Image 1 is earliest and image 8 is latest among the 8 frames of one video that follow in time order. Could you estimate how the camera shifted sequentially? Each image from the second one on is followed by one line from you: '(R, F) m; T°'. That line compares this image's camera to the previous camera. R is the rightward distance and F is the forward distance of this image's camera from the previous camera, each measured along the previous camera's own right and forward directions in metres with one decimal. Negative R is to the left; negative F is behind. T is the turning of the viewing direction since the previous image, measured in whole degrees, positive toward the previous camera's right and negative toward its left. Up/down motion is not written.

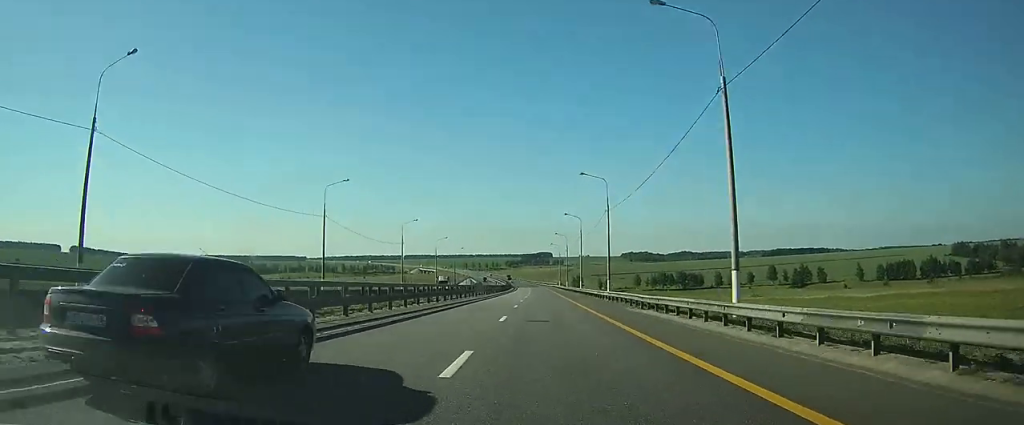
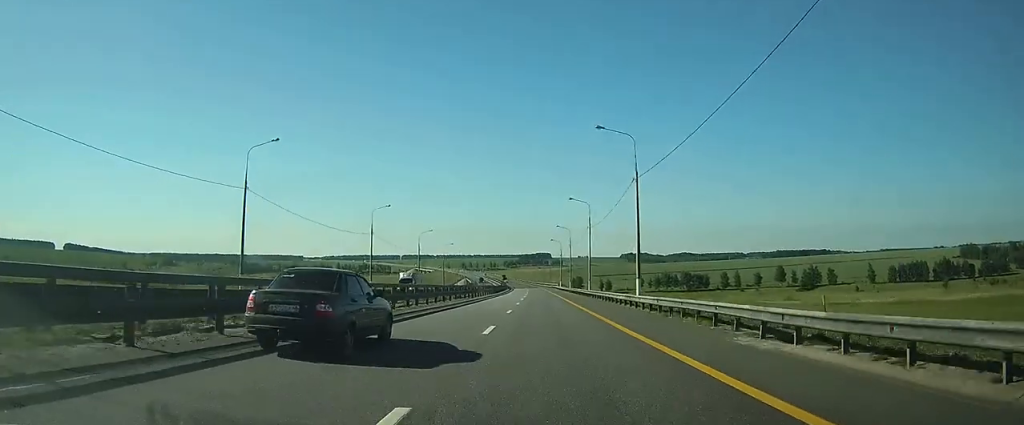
(0.0, +17.2) m; 0°
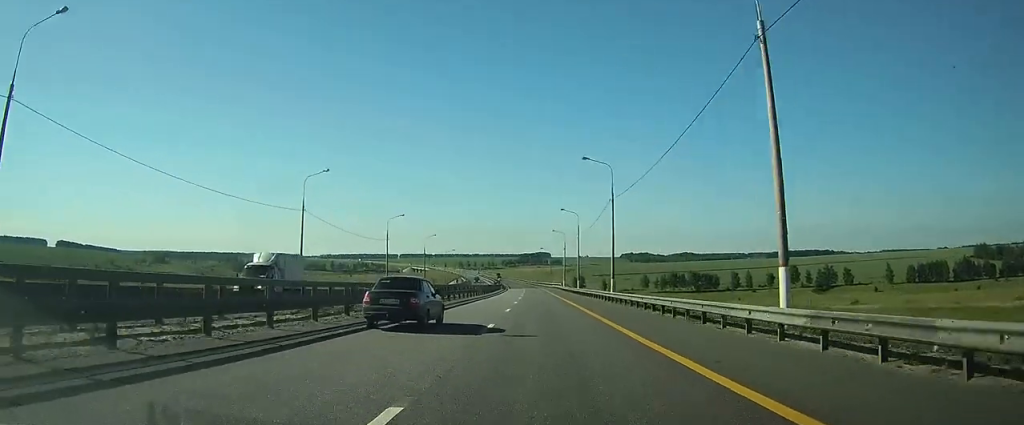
(+0.1, +23.5) m; 0°
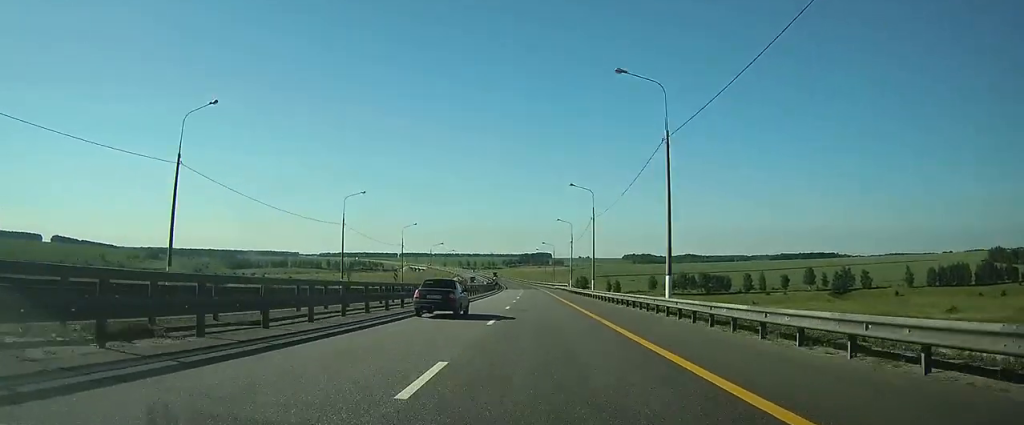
(0.0, +21.3) m; 0°
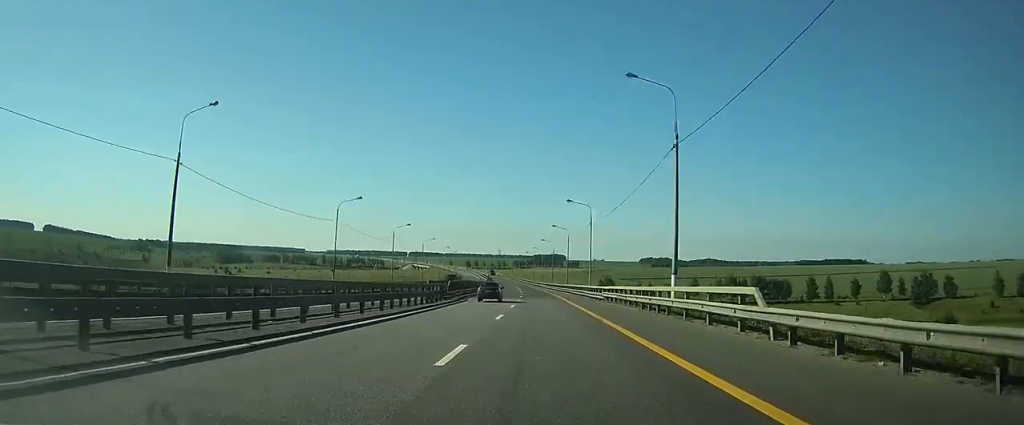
(0.0, +70.3) m; 0°
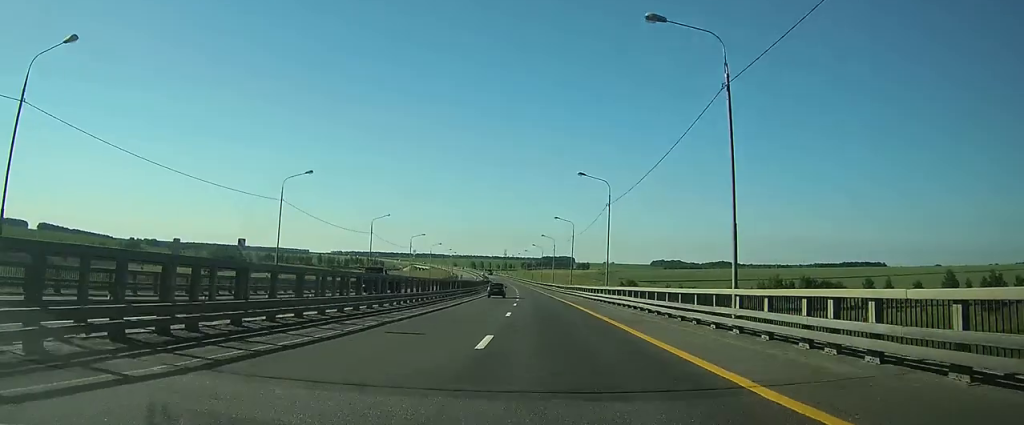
(-0.2, +45.6) m; -1°
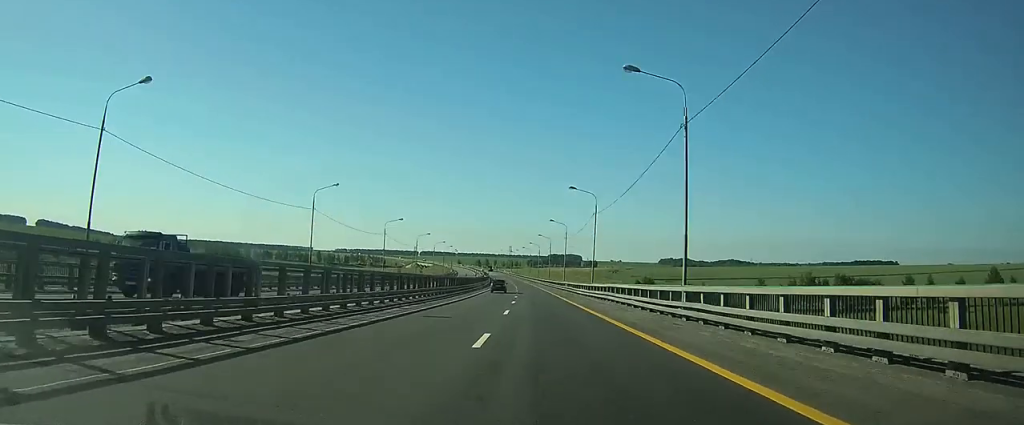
(-0.1, +24.4) m; -1°
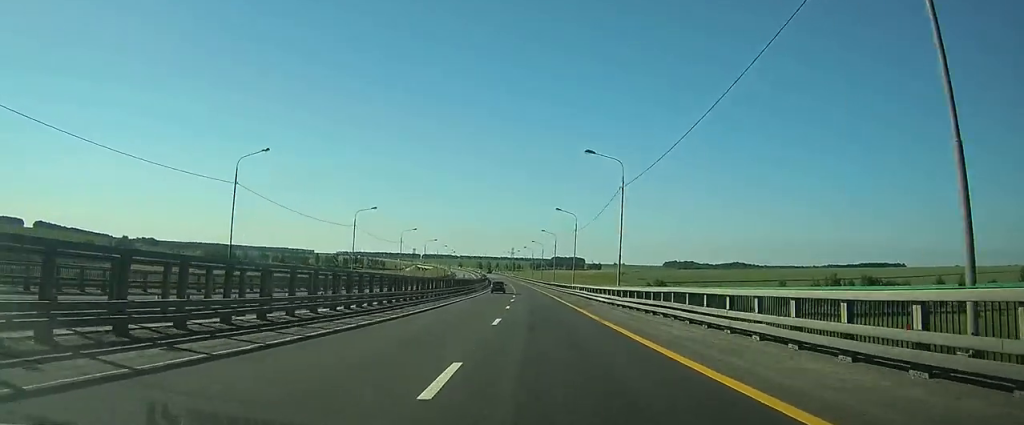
(-0.2, +17.0) m; 0°
